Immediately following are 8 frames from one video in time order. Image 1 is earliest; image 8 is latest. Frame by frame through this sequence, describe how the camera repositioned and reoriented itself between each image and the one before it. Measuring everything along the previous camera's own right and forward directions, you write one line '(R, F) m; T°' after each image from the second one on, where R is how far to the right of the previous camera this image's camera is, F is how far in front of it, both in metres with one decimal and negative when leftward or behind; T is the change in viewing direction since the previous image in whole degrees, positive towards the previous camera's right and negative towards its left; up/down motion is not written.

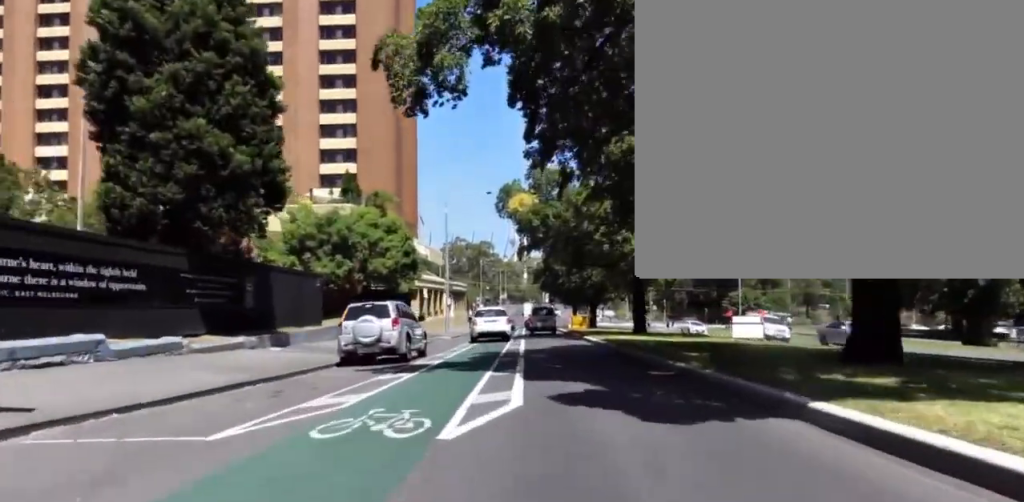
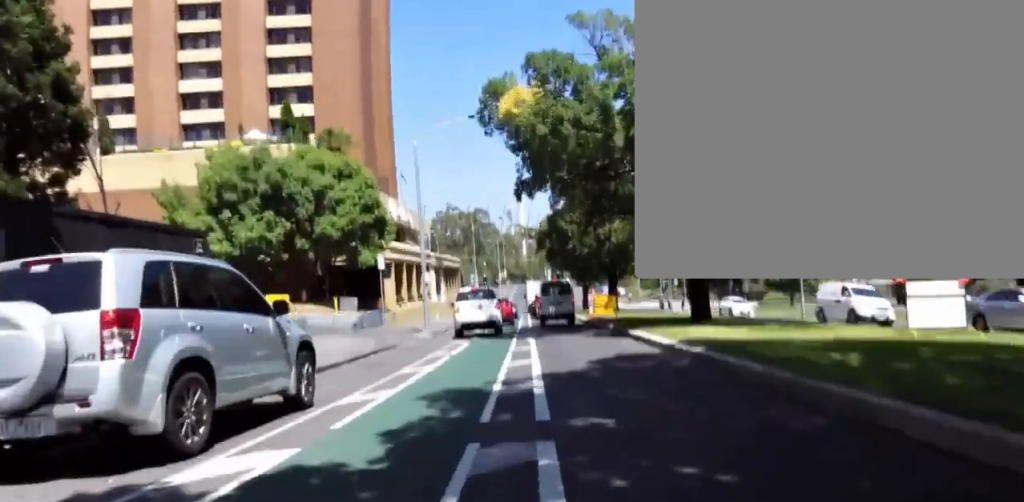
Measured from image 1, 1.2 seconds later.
(0.0, +10.3) m; +3°
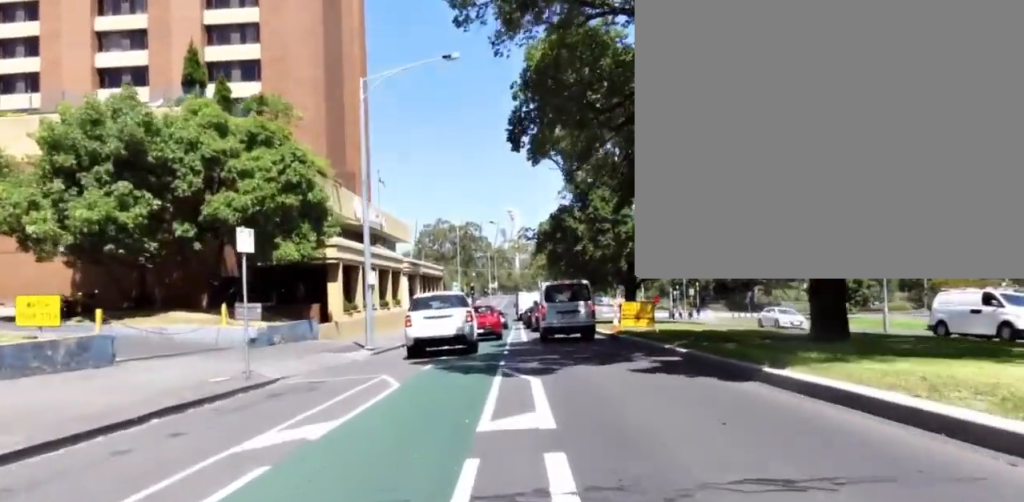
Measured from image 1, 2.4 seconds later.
(+0.2, +9.3) m; 0°
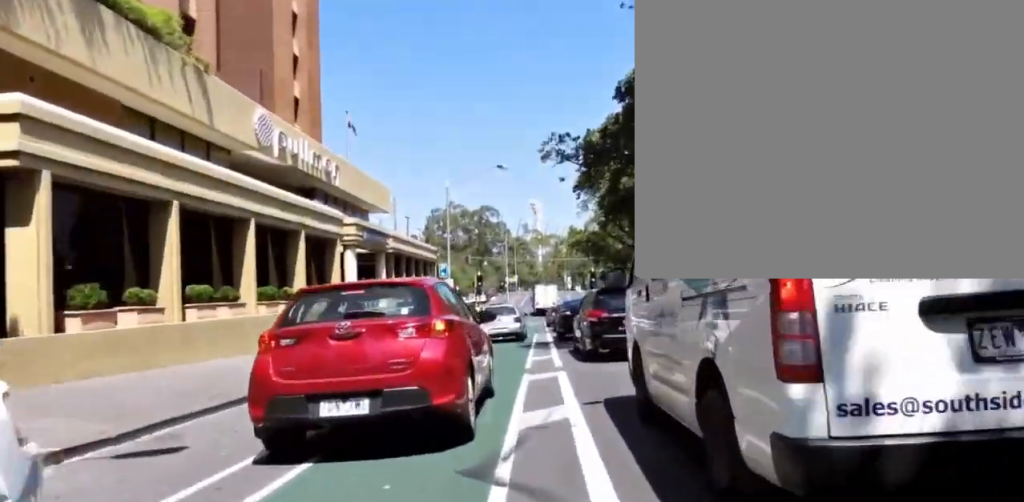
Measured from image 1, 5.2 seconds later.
(-0.4, +18.1) m; -7°
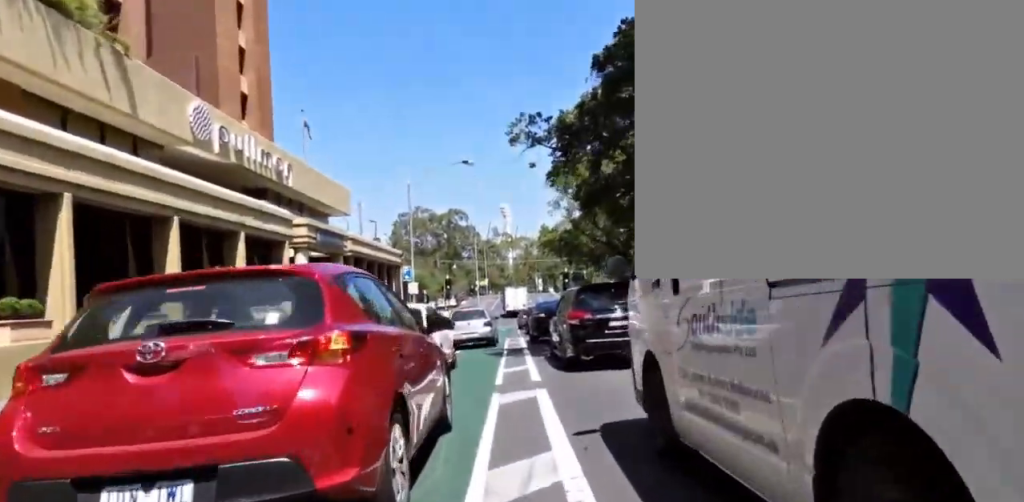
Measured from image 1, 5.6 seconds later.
(-0.1, +2.1) m; -1°
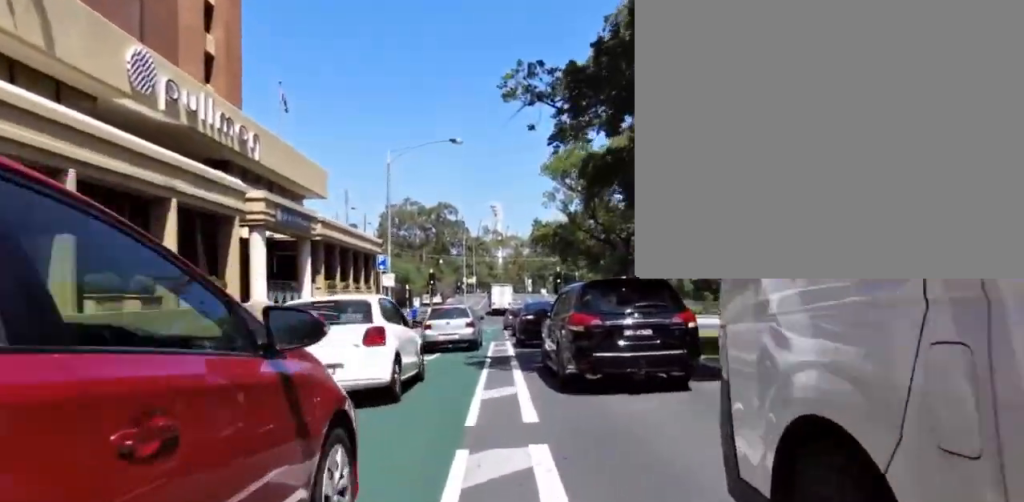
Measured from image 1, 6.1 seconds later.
(0.0, +3.0) m; +2°
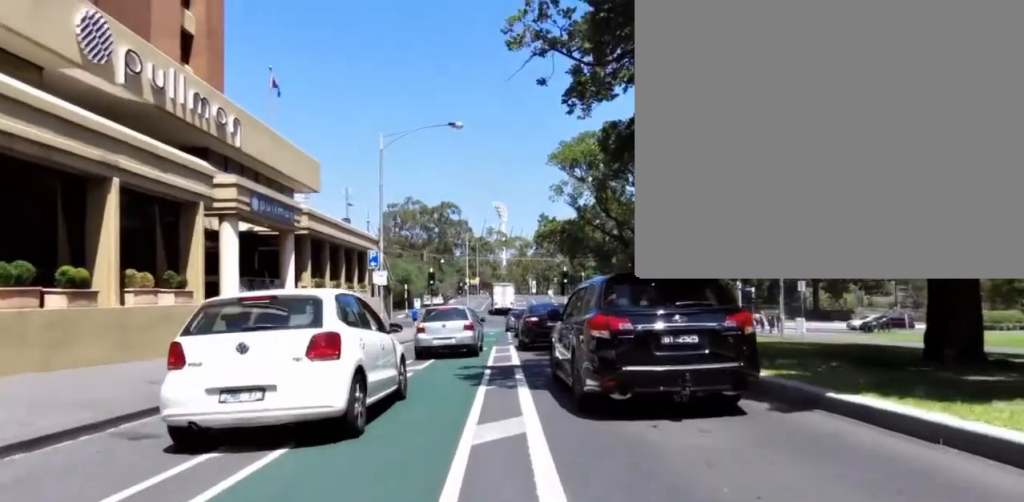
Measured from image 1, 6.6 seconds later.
(-0.1, +2.3) m; +5°
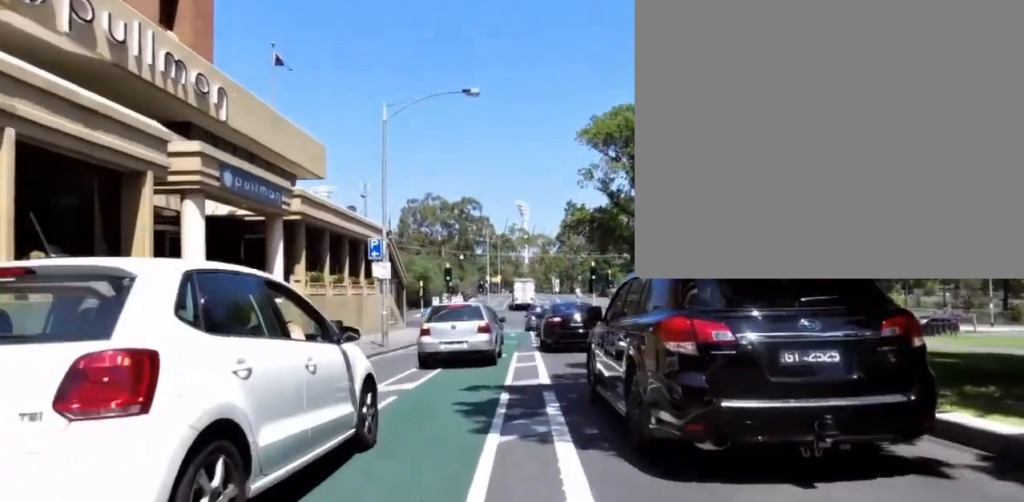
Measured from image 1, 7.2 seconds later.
(+0.2, +3.6) m; +4°
